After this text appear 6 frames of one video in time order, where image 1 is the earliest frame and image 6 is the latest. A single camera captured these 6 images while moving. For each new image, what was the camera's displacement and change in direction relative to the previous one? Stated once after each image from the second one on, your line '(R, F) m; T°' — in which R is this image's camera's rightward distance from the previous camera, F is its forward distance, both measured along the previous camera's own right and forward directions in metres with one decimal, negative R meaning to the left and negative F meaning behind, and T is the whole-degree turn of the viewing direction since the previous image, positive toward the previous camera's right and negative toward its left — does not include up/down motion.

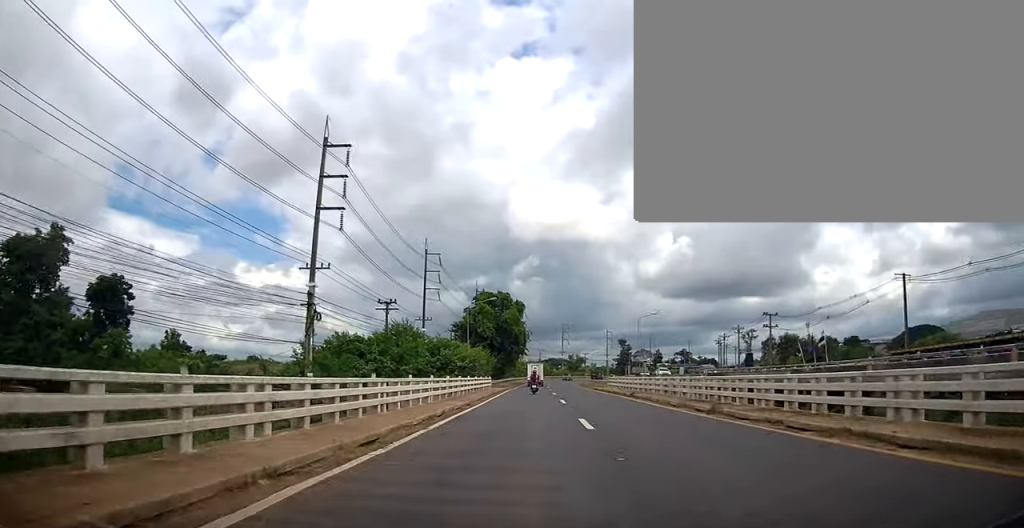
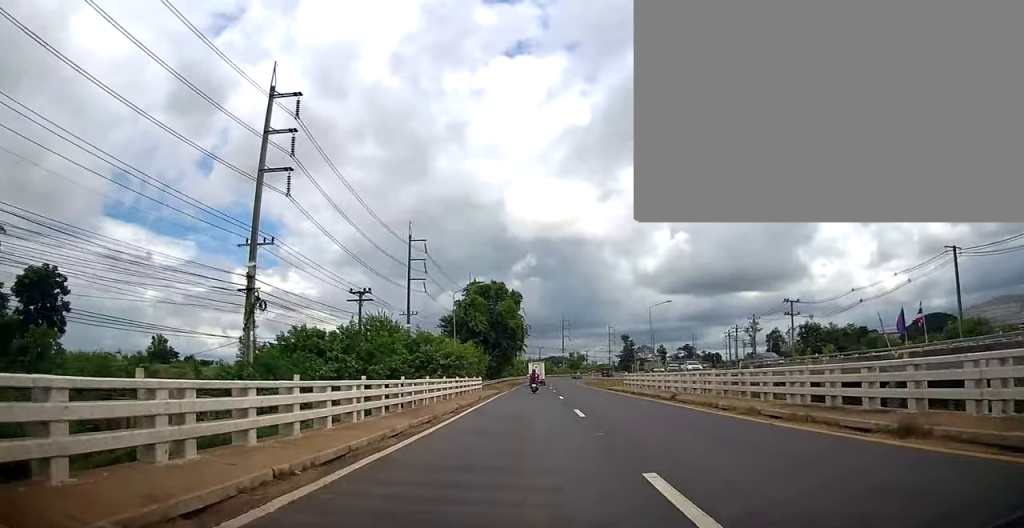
(0.0, +9.3) m; 0°
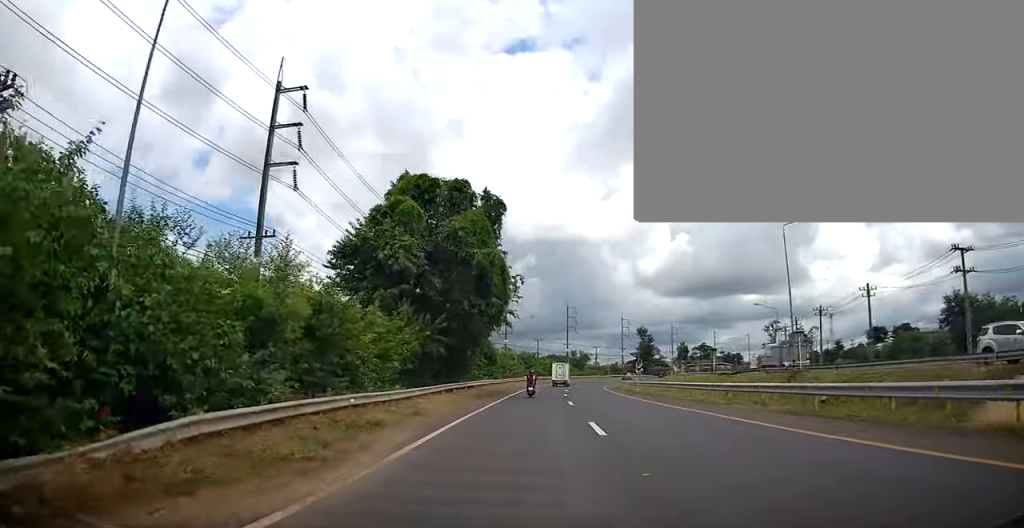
(-0.2, +41.2) m; +2°
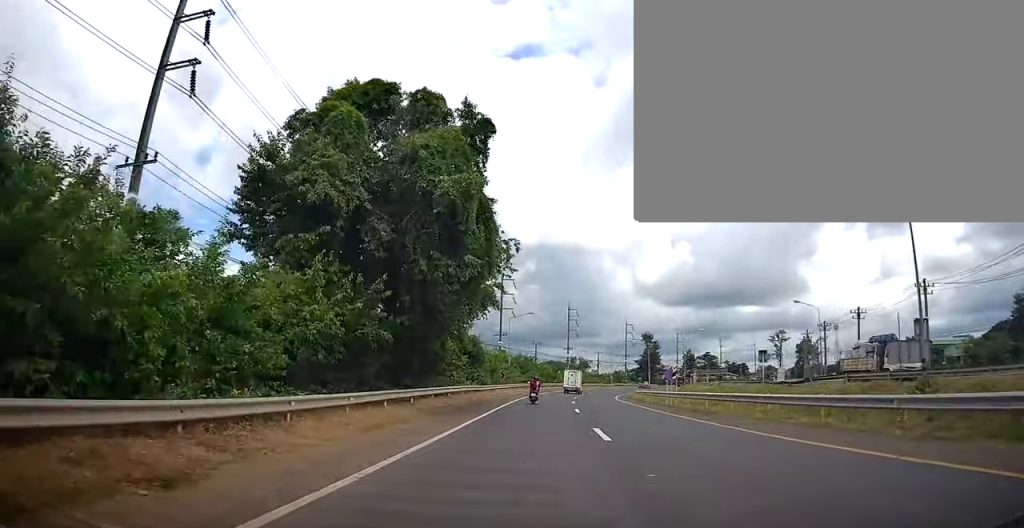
(+0.5, +12.2) m; 0°
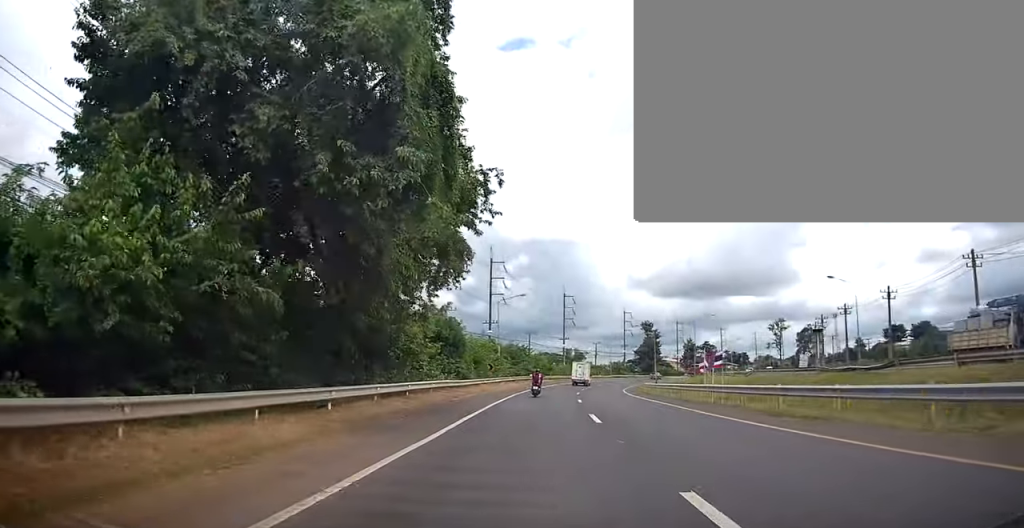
(+0.3, +9.4) m; 0°
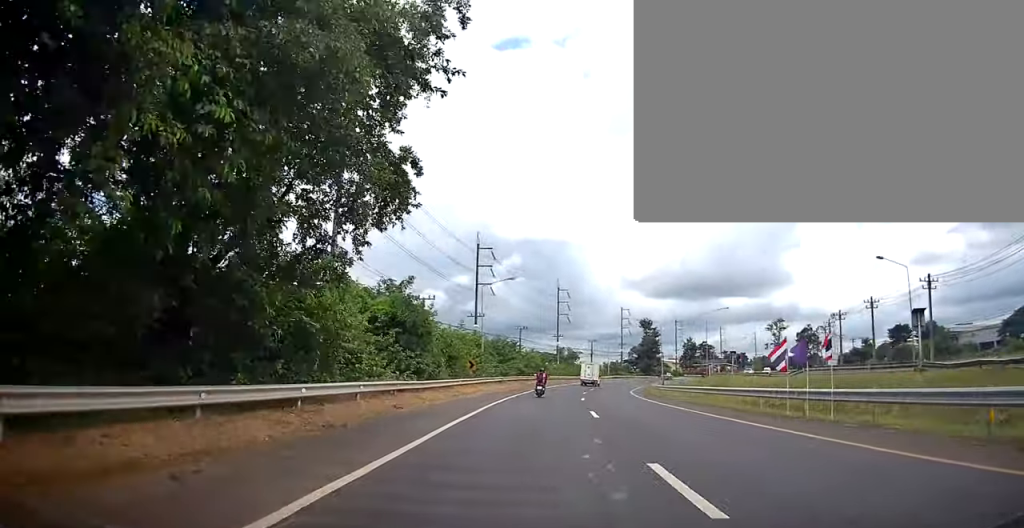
(-0.4, +10.1) m; -2°
